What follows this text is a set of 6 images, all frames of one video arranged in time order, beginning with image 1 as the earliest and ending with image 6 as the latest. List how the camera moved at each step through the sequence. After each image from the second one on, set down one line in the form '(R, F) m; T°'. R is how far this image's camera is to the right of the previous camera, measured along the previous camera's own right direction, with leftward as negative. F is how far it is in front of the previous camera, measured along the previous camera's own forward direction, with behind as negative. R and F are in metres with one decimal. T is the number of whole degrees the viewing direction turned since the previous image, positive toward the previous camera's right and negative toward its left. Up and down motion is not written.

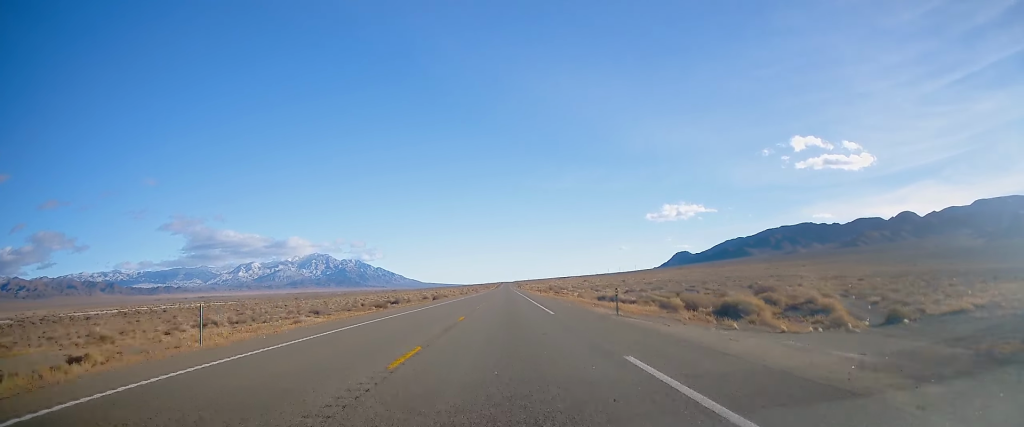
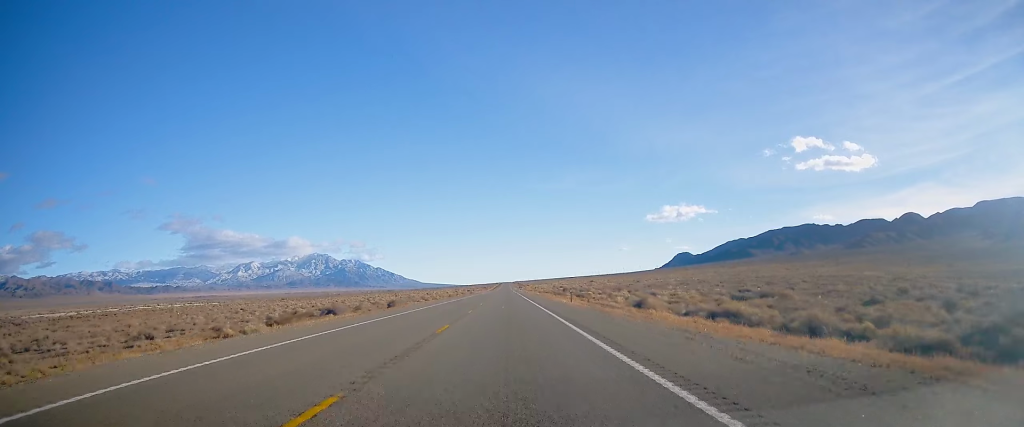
(+0.2, +42.1) m; 0°
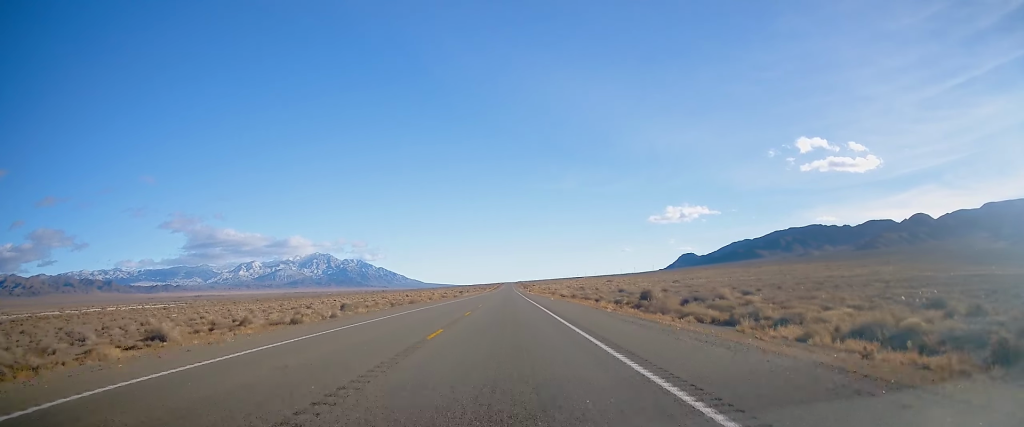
(-0.3, +75.6) m; -1°
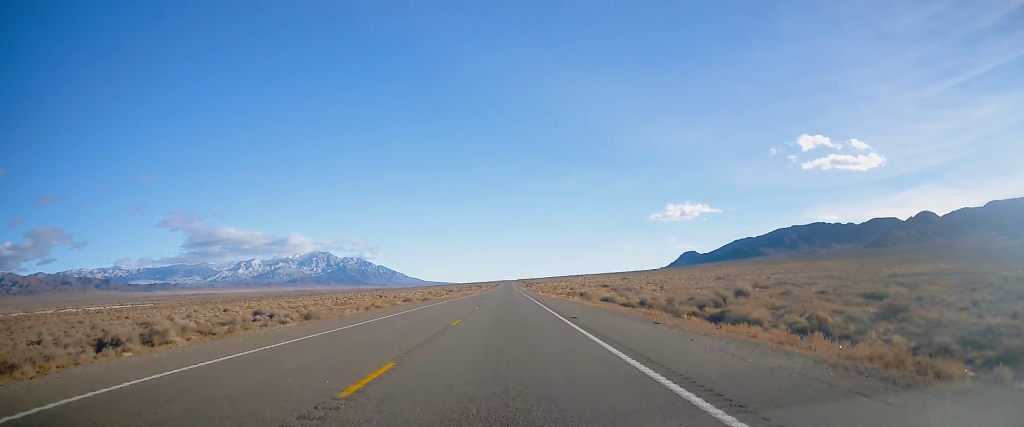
(-0.6, +55.9) m; 0°
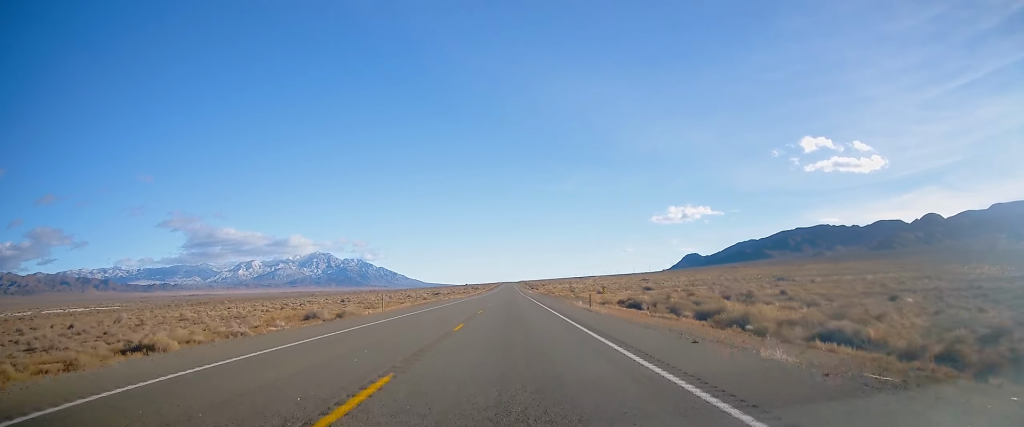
(+0.5, +50.2) m; +1°
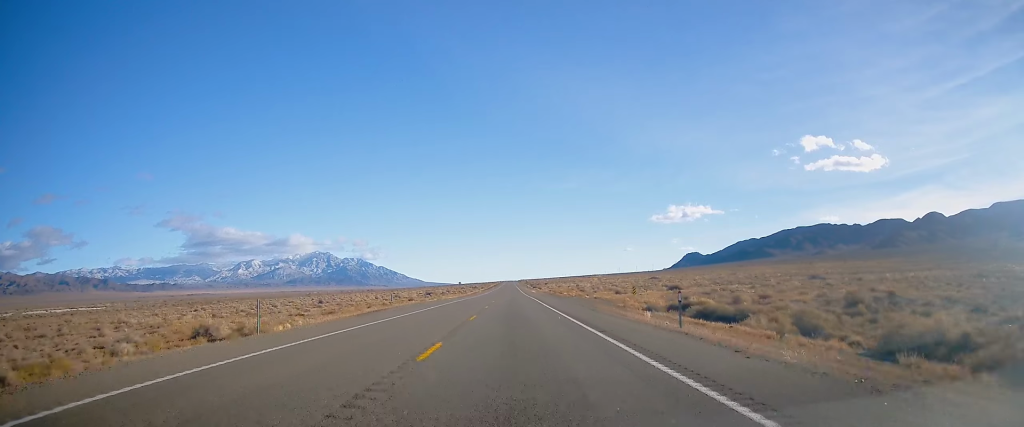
(-0.3, +19.7) m; 0°
